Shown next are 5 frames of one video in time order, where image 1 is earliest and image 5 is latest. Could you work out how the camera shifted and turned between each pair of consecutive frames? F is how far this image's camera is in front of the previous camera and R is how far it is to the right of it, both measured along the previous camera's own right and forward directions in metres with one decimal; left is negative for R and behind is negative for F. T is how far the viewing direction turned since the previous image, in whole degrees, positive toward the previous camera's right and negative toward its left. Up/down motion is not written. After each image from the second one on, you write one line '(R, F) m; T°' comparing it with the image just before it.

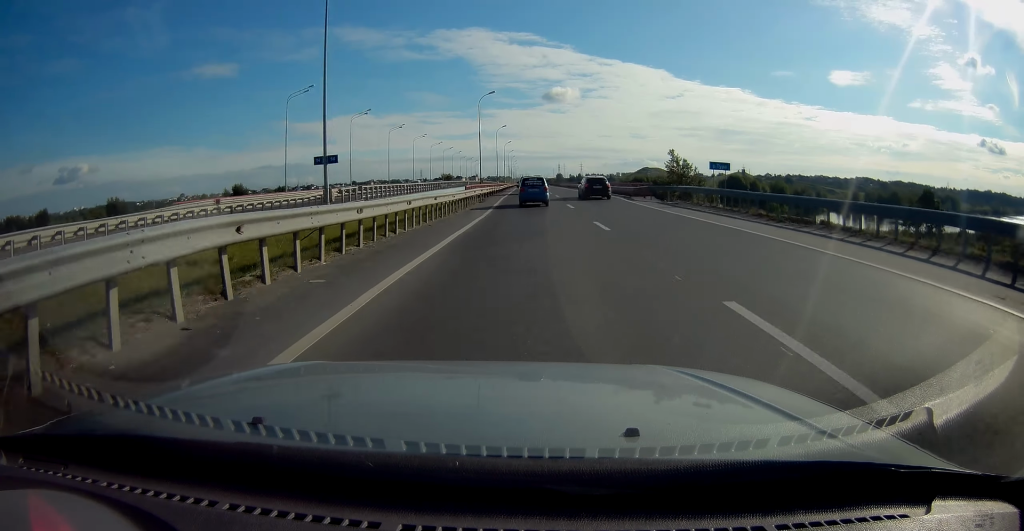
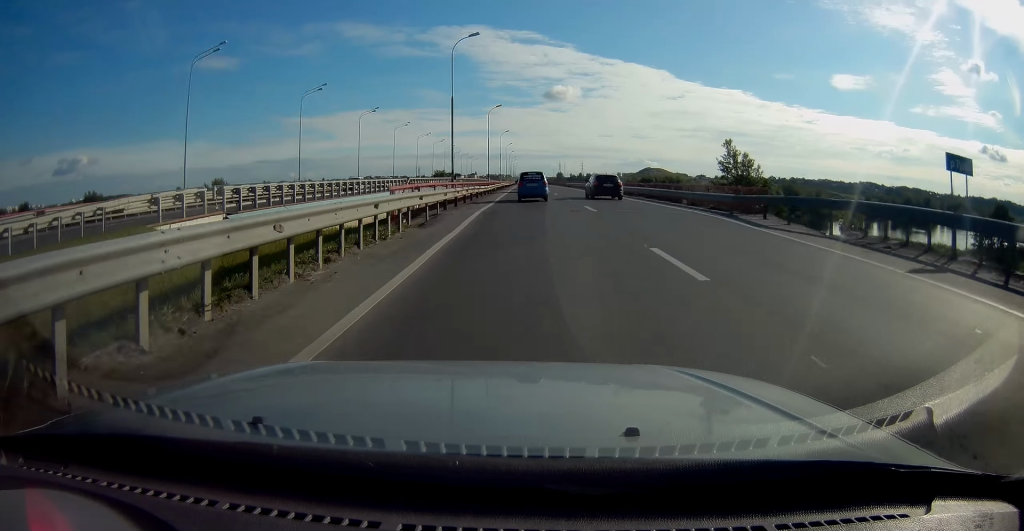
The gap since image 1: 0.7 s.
(0.0, +20.0) m; 0°
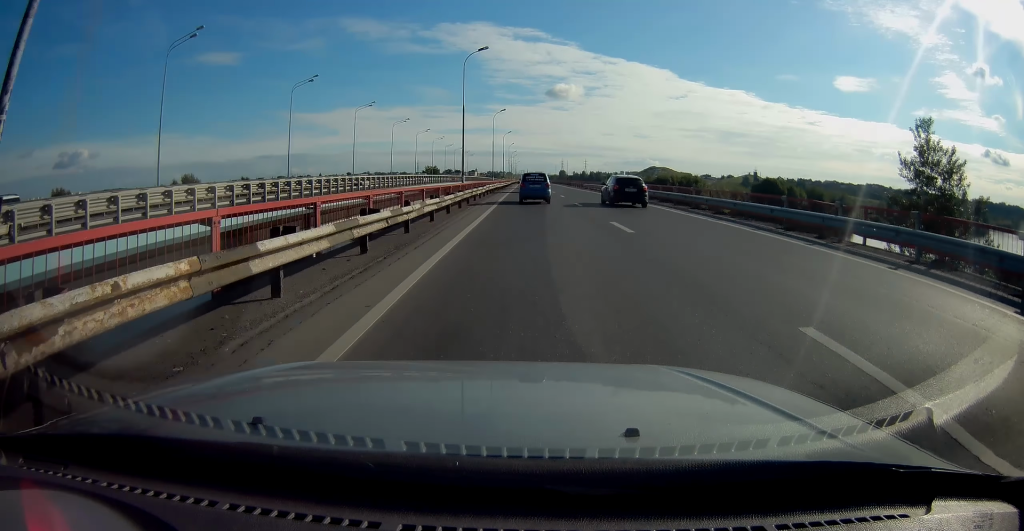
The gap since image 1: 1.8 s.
(-0.2, +28.0) m; 0°
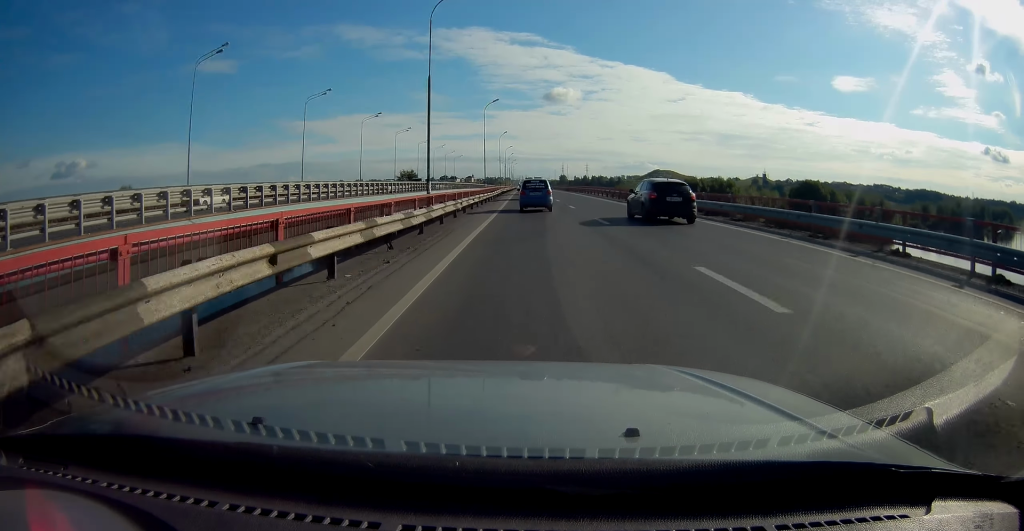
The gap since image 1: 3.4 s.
(+0.3, +44.2) m; 0°
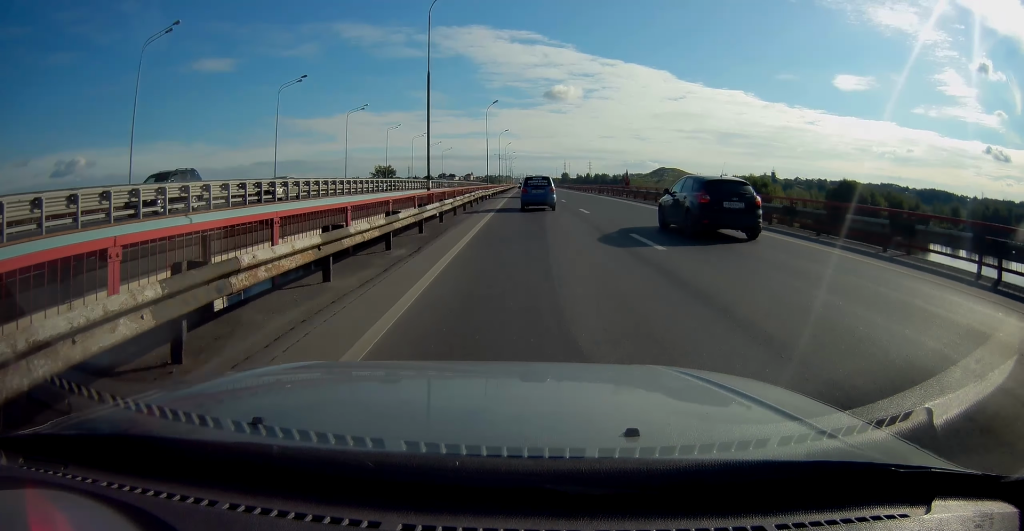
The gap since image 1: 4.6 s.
(-0.2, +31.4) m; 0°
